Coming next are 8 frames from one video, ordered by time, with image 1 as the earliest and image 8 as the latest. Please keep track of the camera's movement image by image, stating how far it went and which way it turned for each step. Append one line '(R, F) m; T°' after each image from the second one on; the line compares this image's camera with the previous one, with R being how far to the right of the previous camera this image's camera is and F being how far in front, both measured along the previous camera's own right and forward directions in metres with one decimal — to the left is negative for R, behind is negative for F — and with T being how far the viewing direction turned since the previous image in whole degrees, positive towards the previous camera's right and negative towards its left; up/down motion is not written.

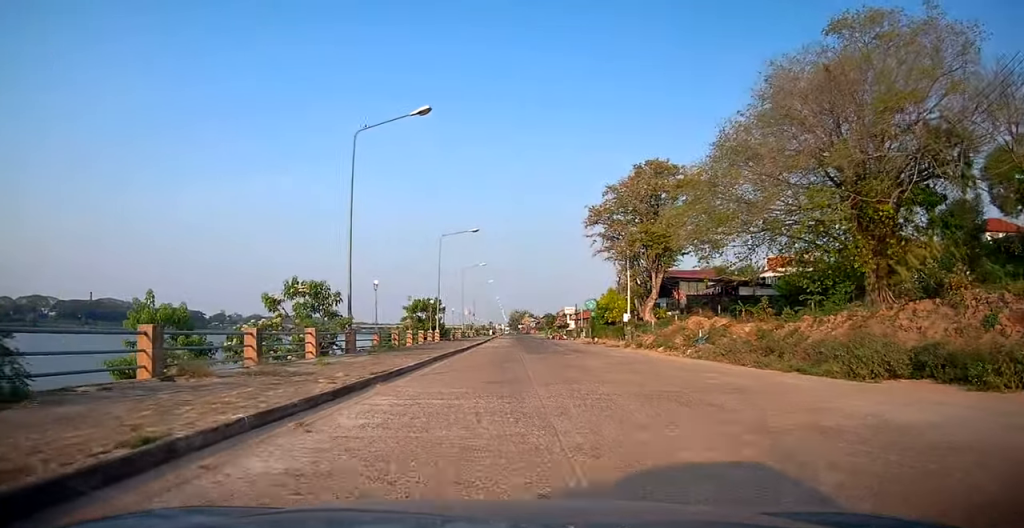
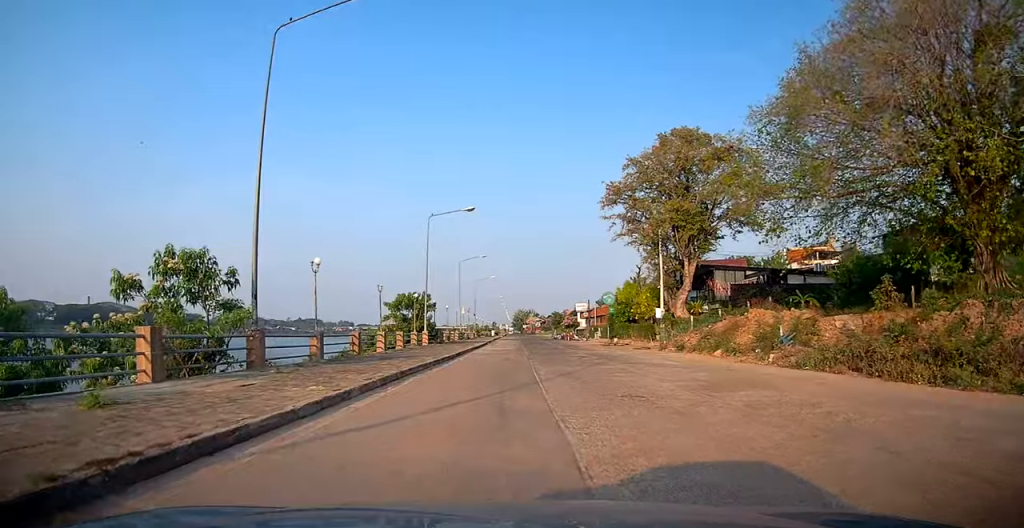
(-0.1, +9.5) m; 0°
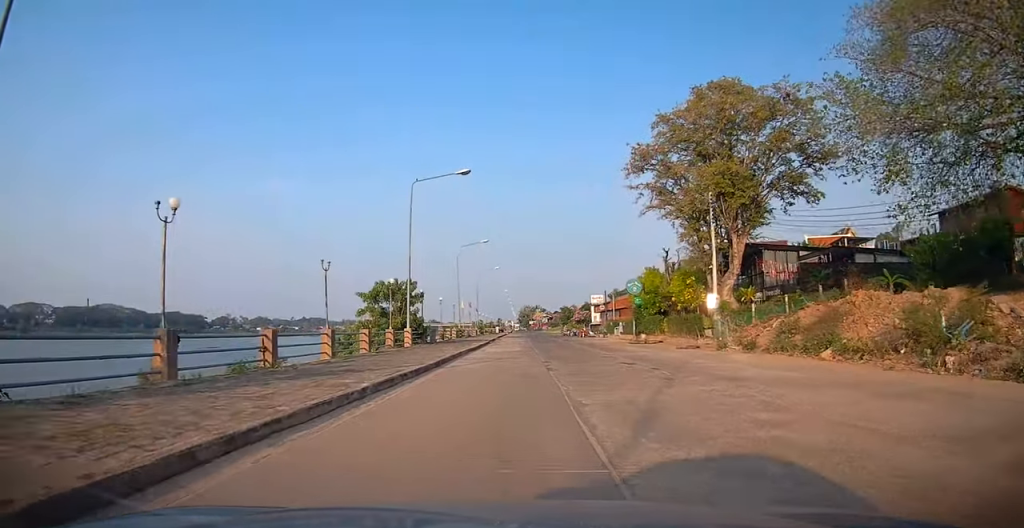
(0.0, +9.2) m; 0°
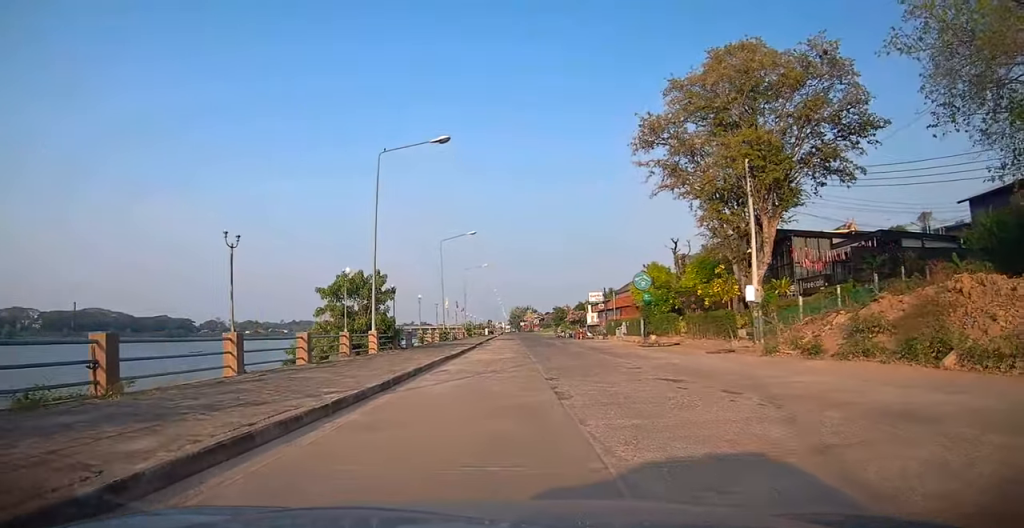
(0.0, +6.2) m; +1°
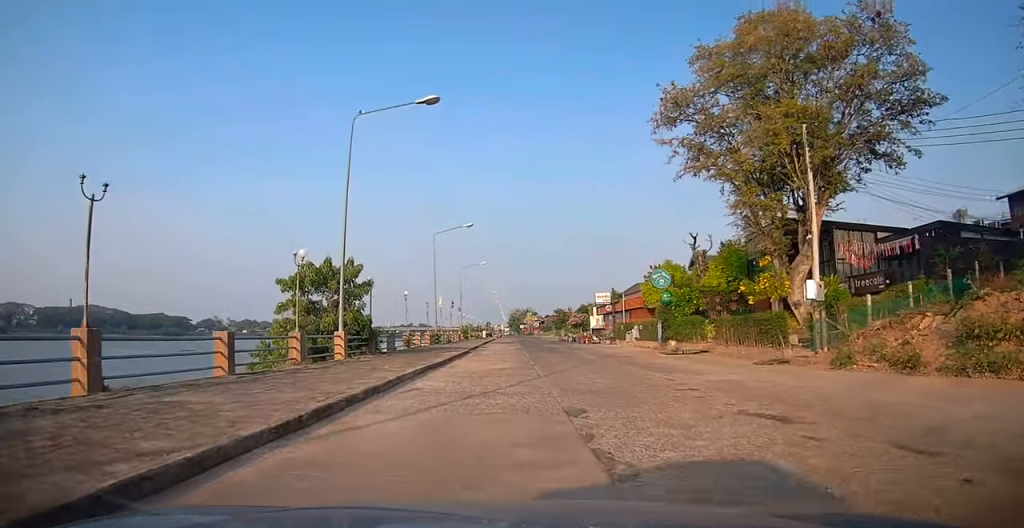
(0.0, +4.8) m; 0°
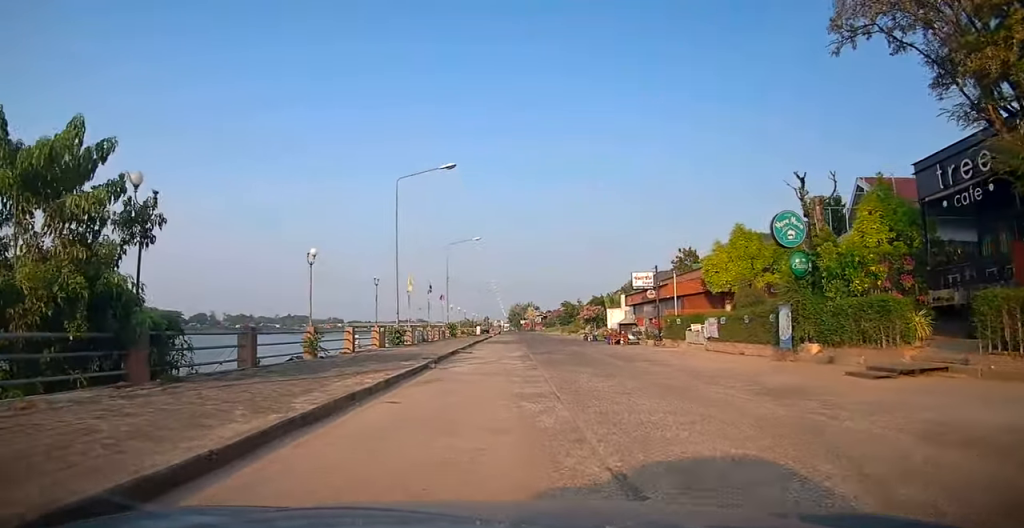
(-0.3, +16.9) m; -1°
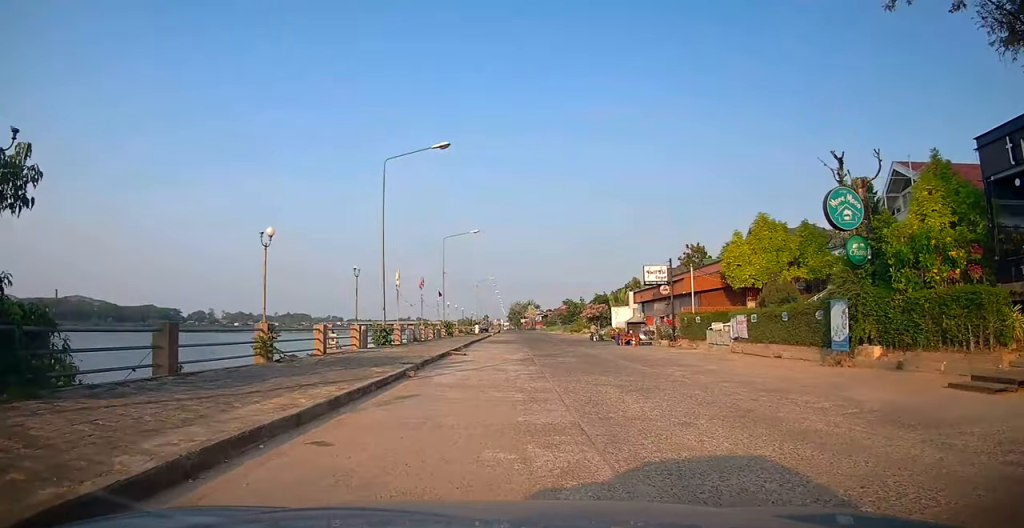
(-0.1, +3.5) m; +1°
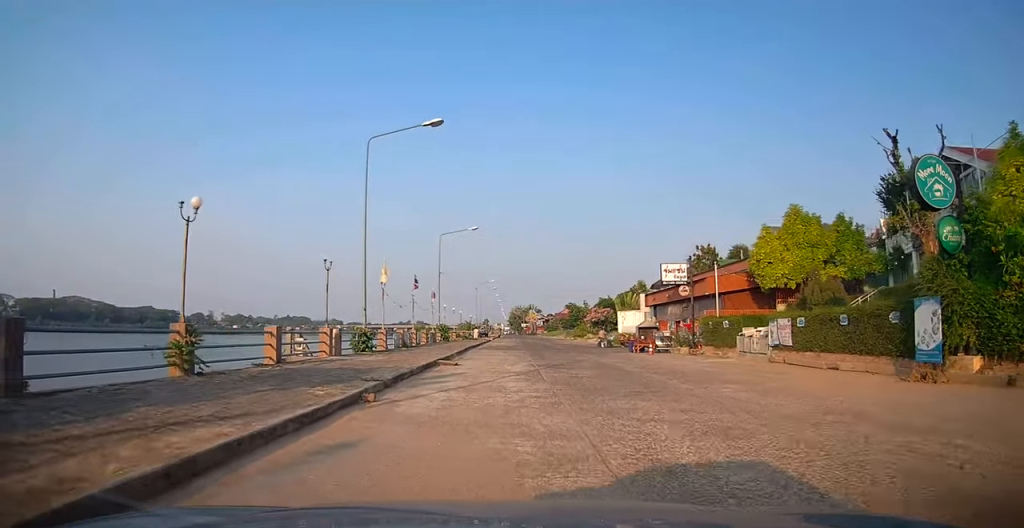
(+0.2, +4.0) m; 0°
